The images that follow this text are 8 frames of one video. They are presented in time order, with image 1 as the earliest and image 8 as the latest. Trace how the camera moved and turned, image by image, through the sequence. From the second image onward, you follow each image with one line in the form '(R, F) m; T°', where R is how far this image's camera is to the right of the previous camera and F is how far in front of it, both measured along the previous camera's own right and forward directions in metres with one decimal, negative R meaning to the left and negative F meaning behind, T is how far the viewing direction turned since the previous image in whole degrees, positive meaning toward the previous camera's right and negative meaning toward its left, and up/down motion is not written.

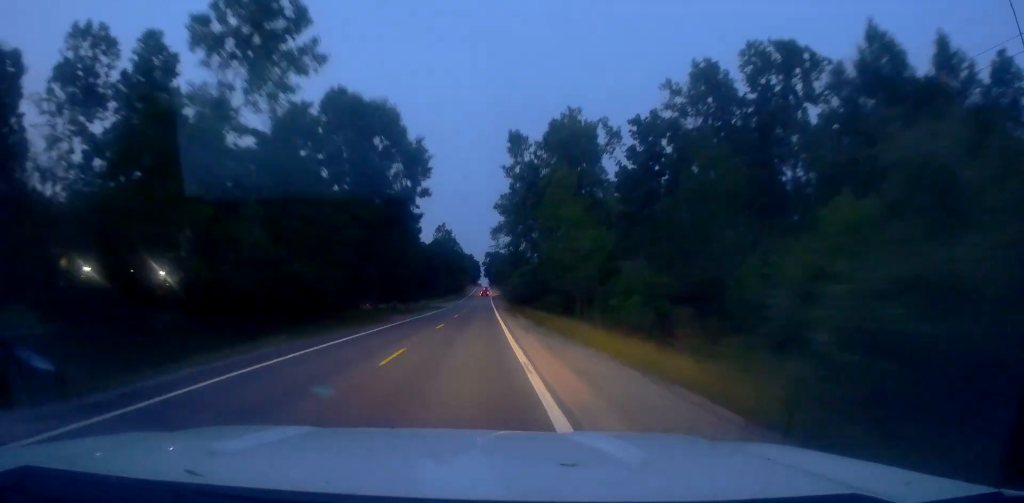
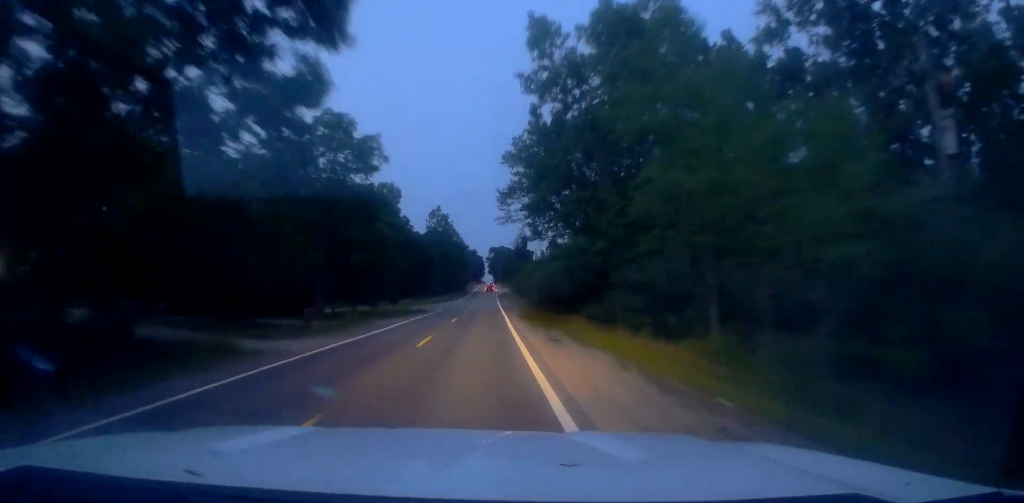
(+0.8, +25.4) m; 0°
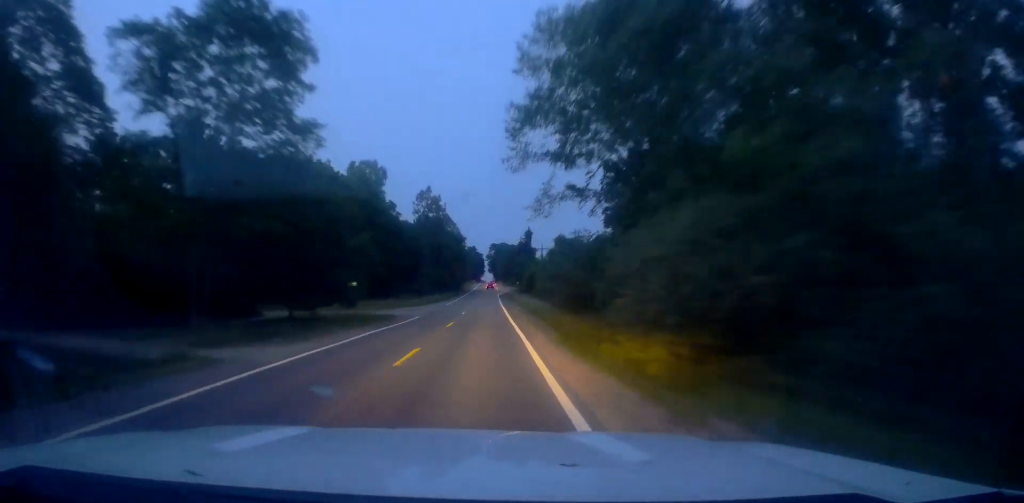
(-0.8, +21.0) m; -1°
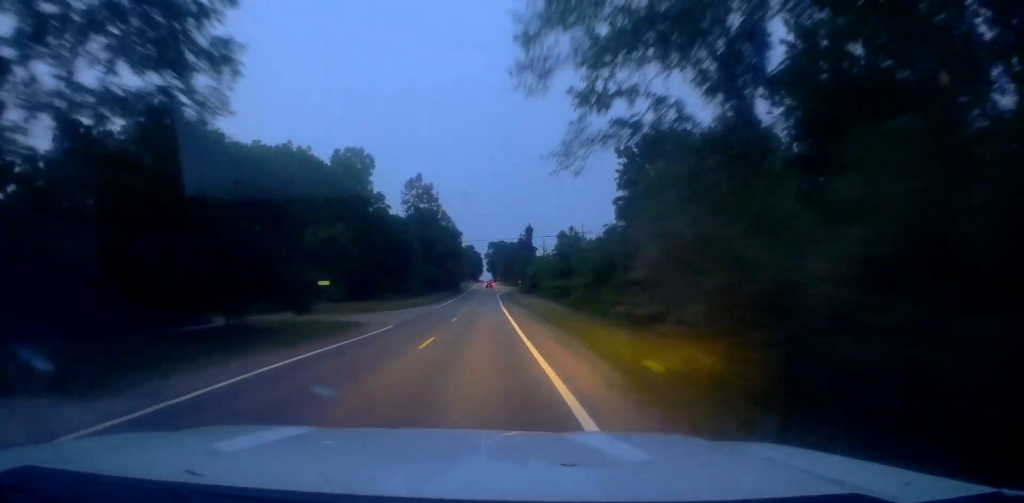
(+0.2, +10.9) m; +1°
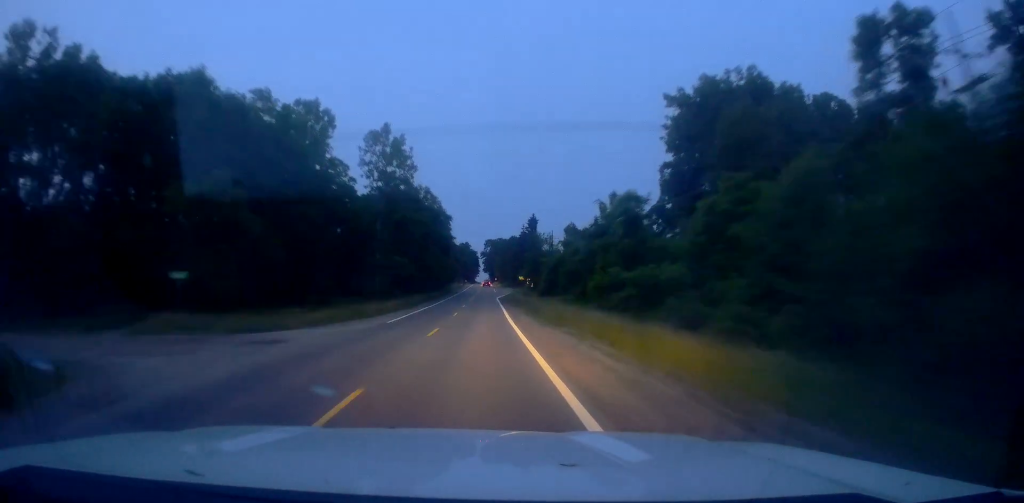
(+0.6, +27.7) m; 0°
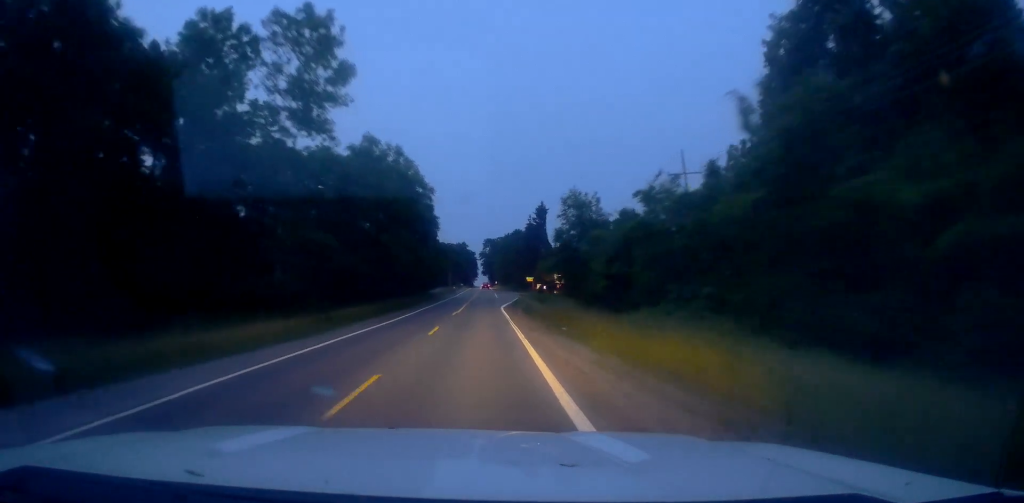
(-0.8, +28.3) m; -2°
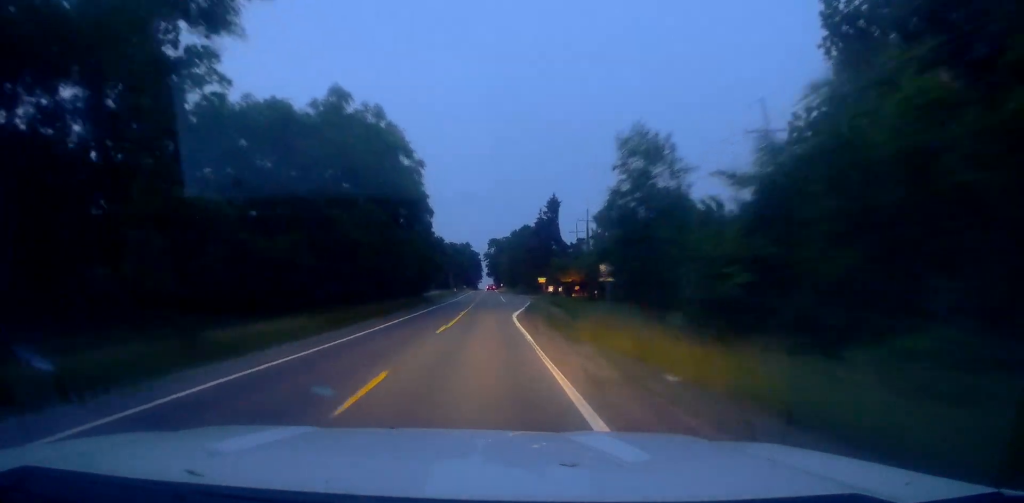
(0.0, +14.7) m; +1°
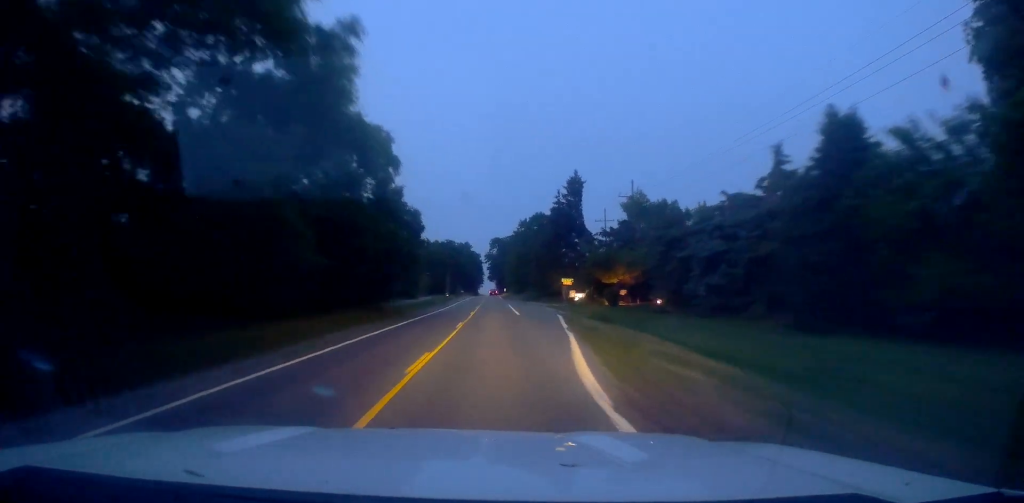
(+0.8, +27.3) m; +2°
